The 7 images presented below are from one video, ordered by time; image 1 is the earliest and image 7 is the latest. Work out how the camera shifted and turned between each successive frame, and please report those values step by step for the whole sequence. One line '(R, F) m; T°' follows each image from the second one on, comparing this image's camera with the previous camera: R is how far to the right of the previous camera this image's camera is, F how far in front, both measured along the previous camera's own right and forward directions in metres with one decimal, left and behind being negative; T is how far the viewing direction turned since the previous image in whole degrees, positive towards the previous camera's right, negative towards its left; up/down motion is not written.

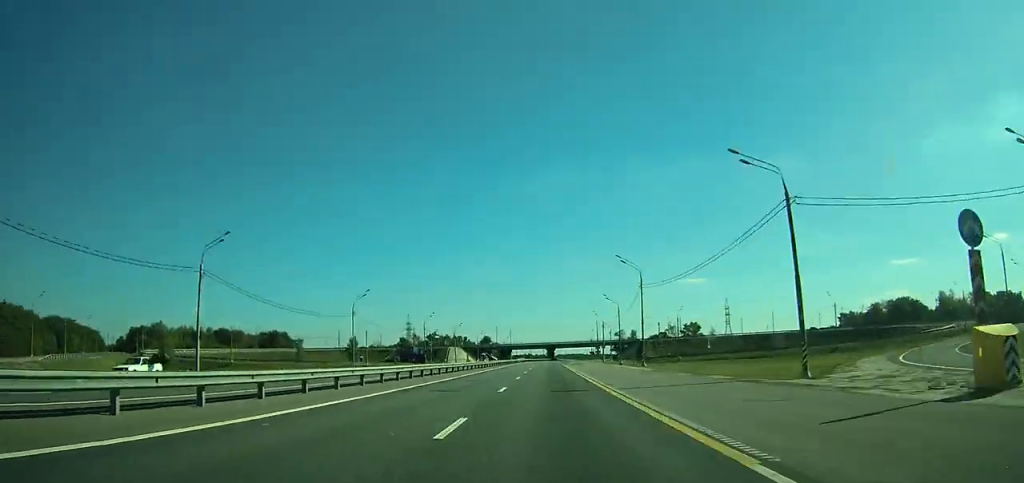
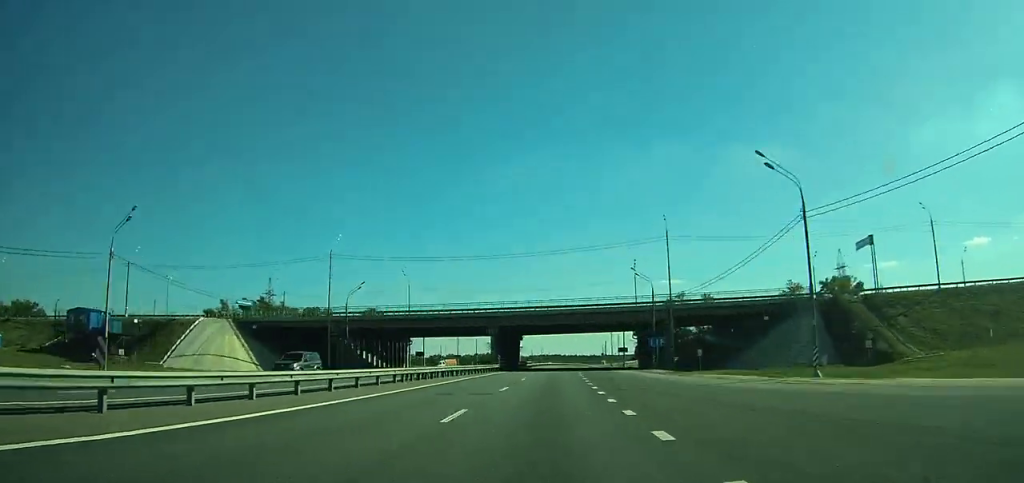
(+3.9, +174.1) m; +3°
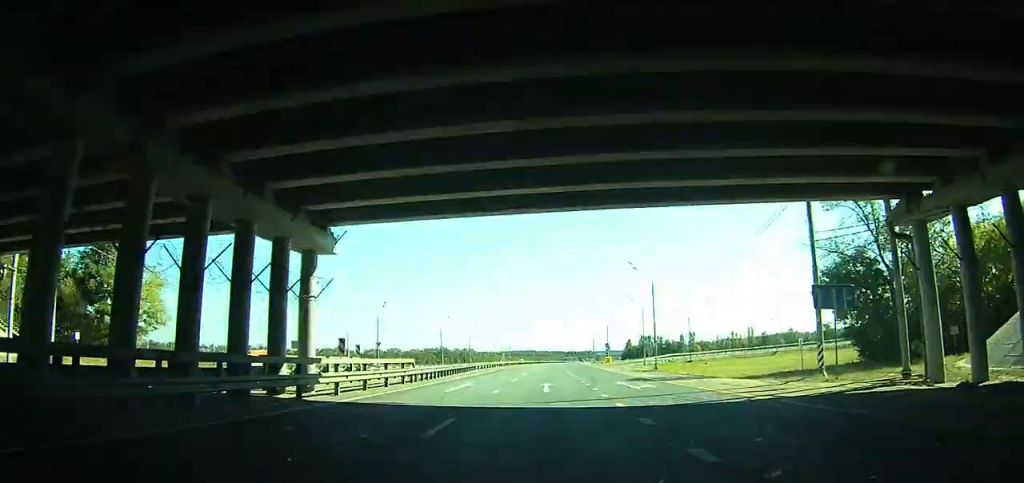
(+1.1, +87.9) m; +2°
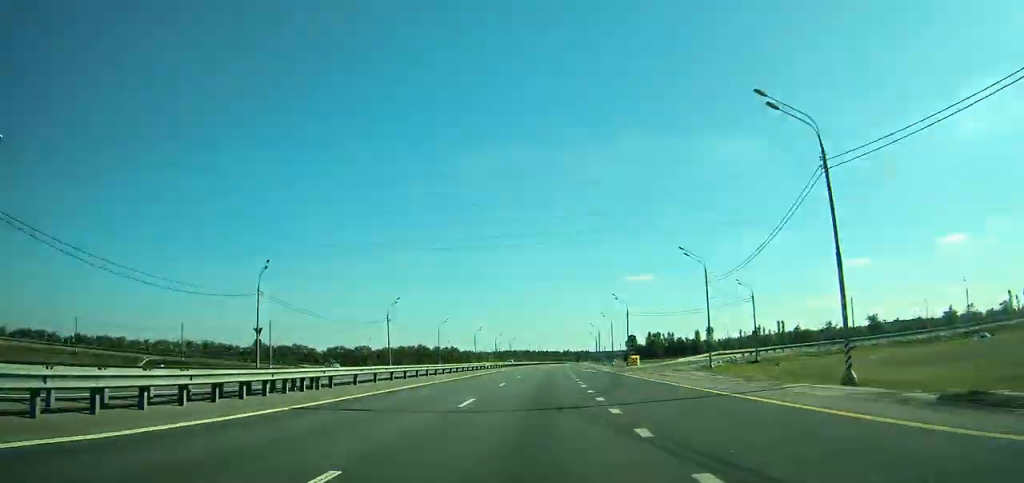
(-0.3, +42.2) m; +1°
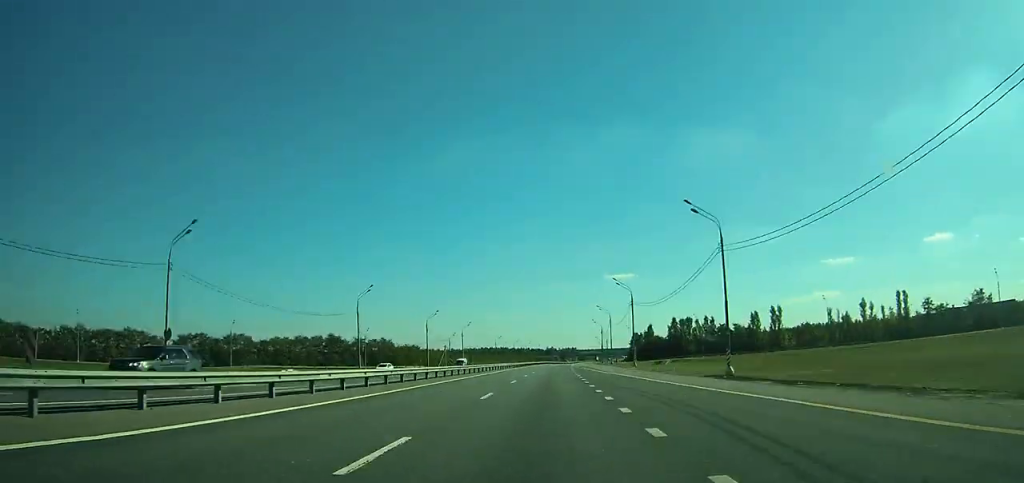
(+2.1, +91.1) m; +3°
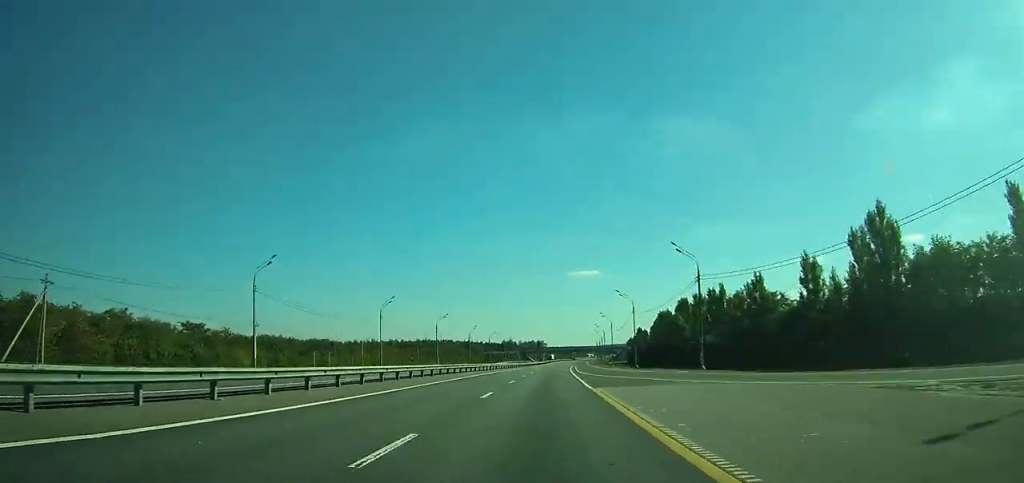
(+6.8, +162.5) m; +4°
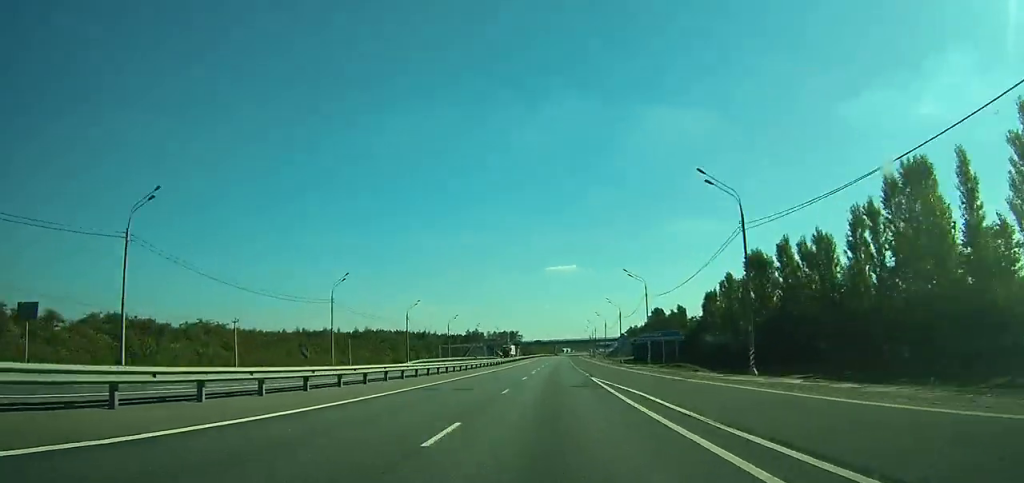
(+0.8, +96.4) m; +2°
